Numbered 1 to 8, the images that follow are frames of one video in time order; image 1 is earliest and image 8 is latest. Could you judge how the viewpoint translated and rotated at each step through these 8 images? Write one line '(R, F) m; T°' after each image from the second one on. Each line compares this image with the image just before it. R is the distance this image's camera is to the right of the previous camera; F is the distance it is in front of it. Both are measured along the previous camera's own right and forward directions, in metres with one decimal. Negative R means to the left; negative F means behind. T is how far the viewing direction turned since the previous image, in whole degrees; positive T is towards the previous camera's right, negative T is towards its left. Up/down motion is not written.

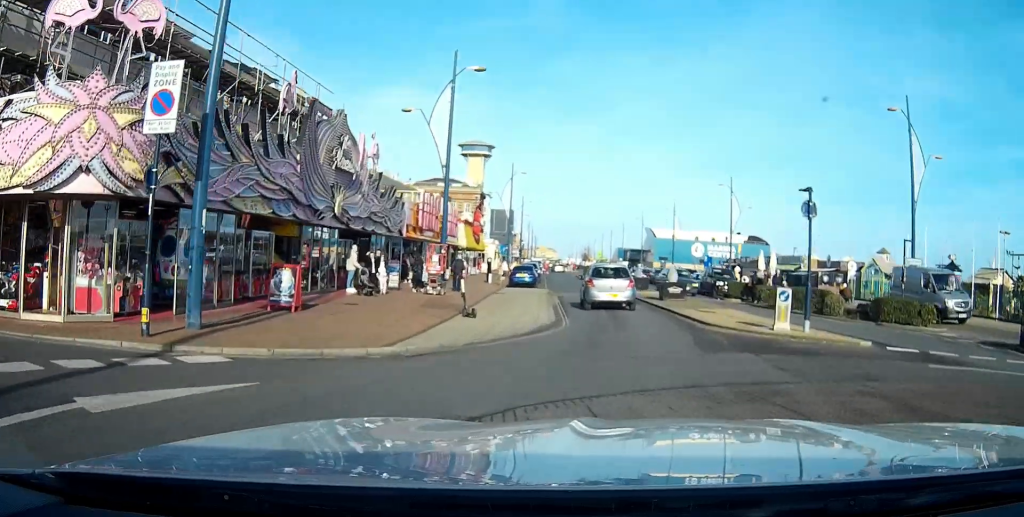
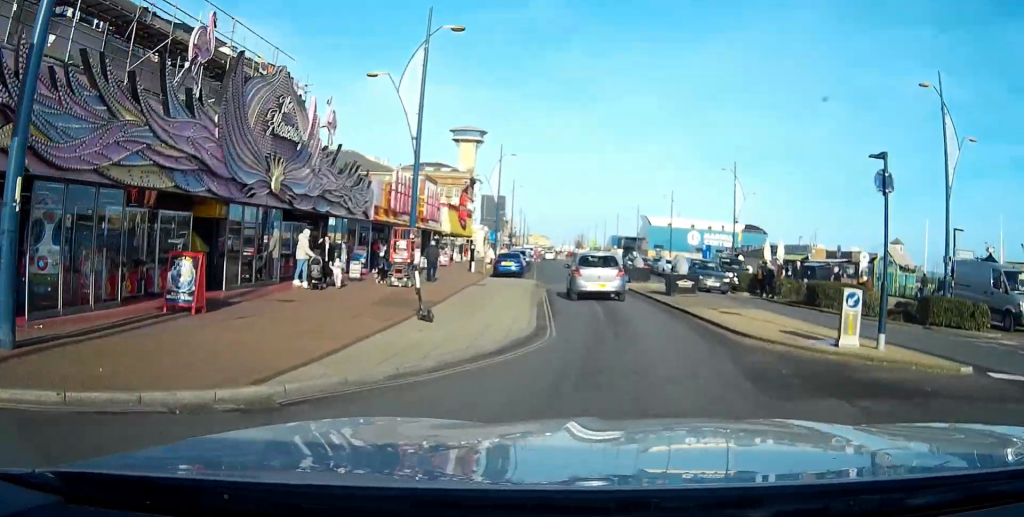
(0.0, +4.6) m; 0°
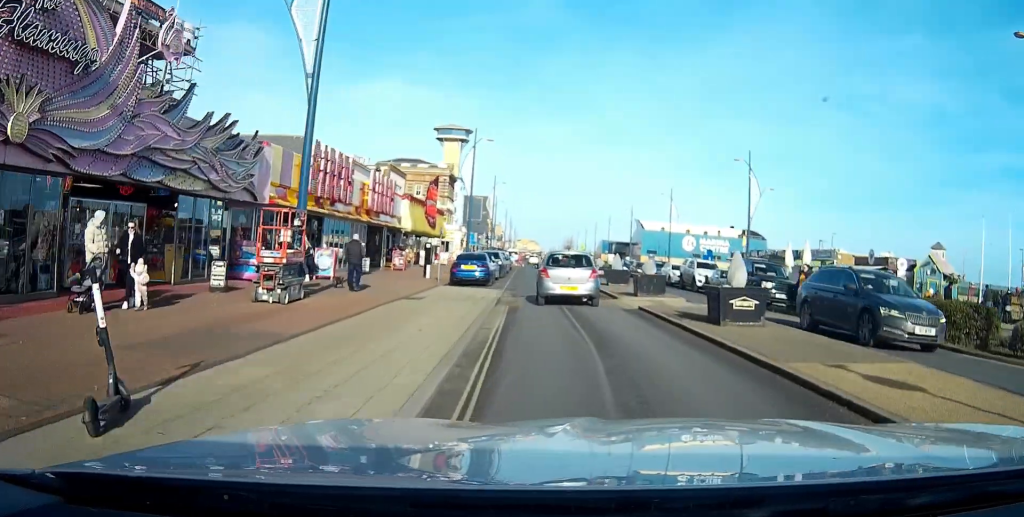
(+0.1, +9.7) m; +1°
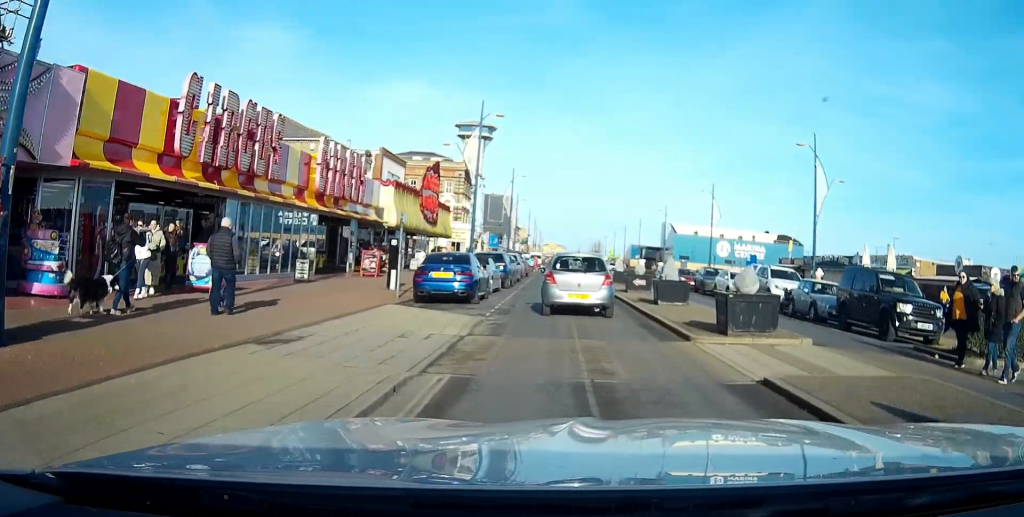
(0.0, +10.6) m; -2°
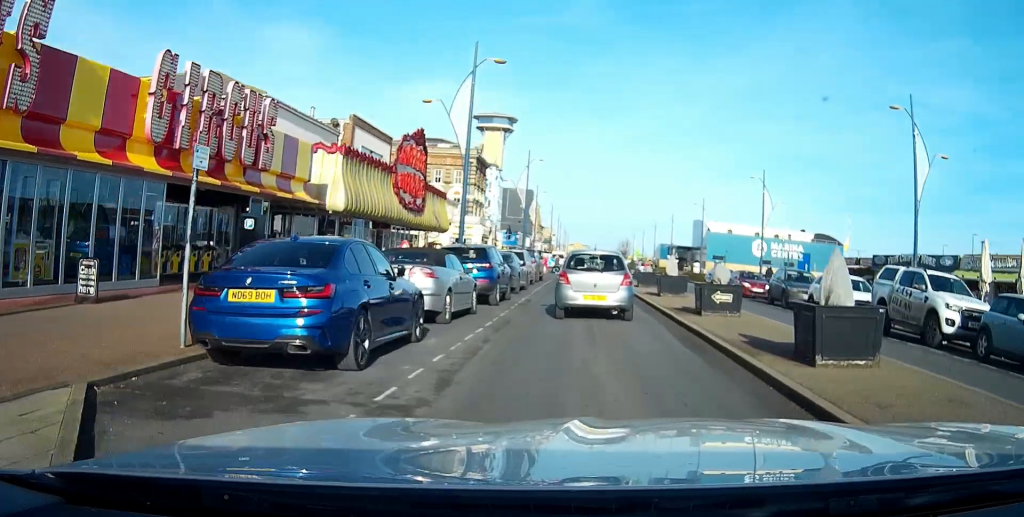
(-0.4, +12.9) m; -3°
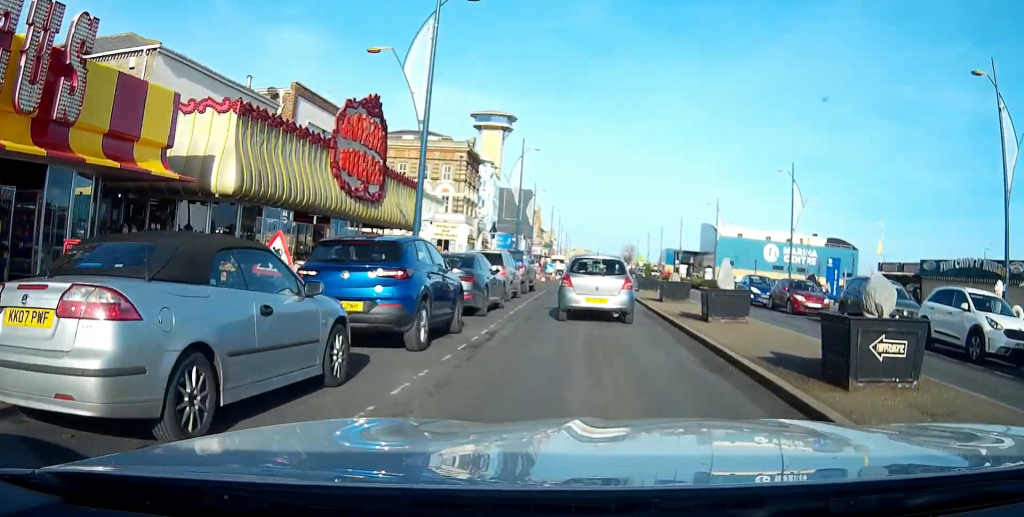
(-0.2, +9.7) m; -1°
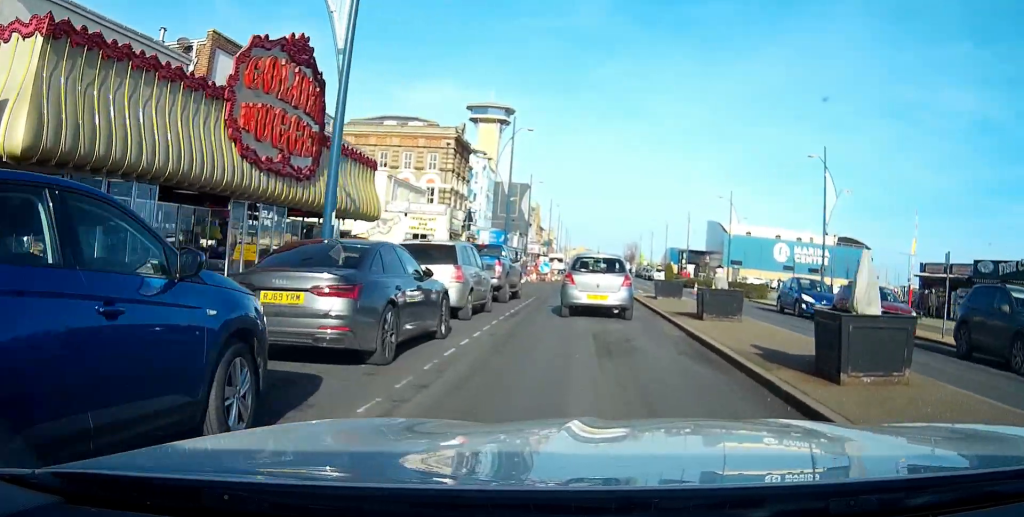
(0.0, +8.7) m; 0°
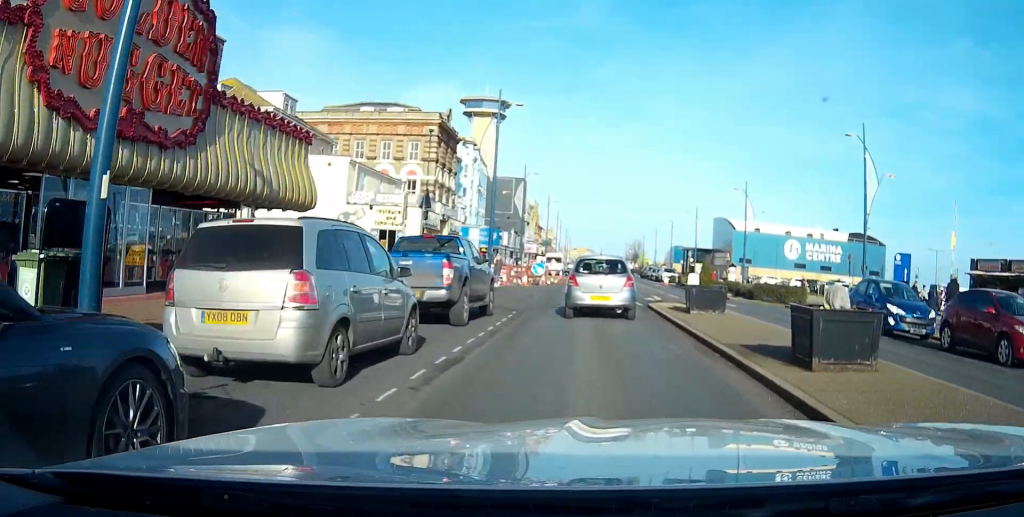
(0.0, +8.4) m; 0°
